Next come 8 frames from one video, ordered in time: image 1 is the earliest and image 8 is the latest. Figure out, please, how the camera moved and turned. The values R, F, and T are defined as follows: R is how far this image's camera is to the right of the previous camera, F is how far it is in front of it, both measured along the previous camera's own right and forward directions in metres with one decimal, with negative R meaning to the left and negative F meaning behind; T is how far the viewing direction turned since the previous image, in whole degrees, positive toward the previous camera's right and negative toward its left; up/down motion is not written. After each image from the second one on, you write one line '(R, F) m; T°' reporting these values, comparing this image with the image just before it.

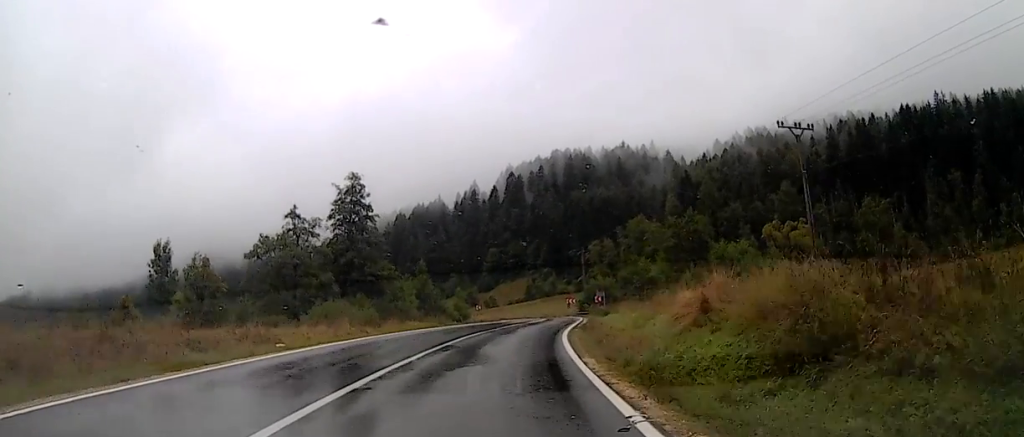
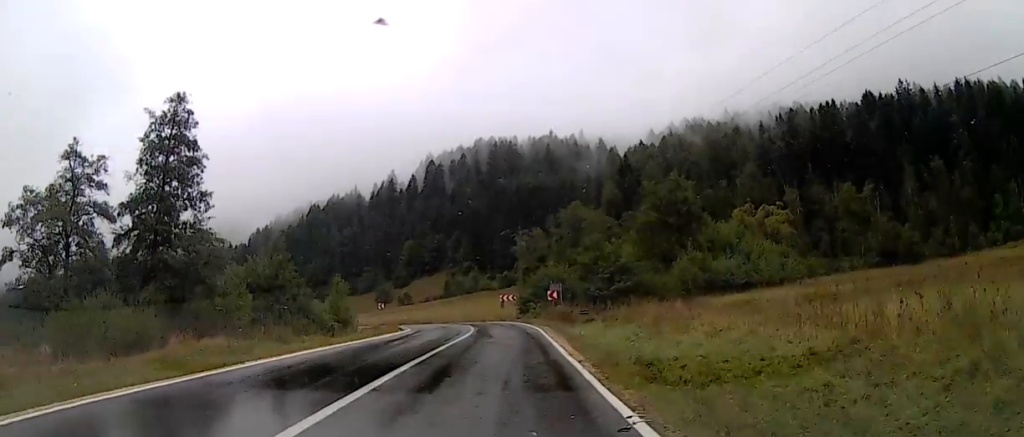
(+2.3, +25.0) m; +7°
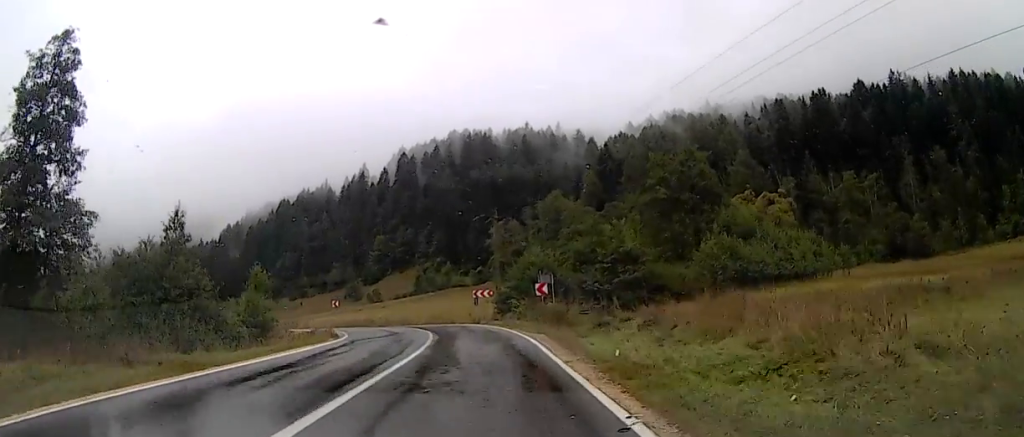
(-0.2, +10.9) m; 0°
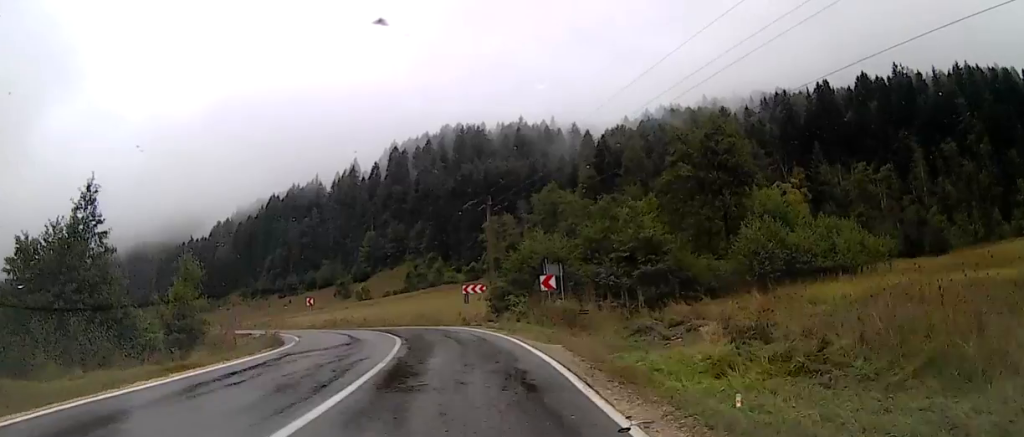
(+0.1, +6.3) m; +1°
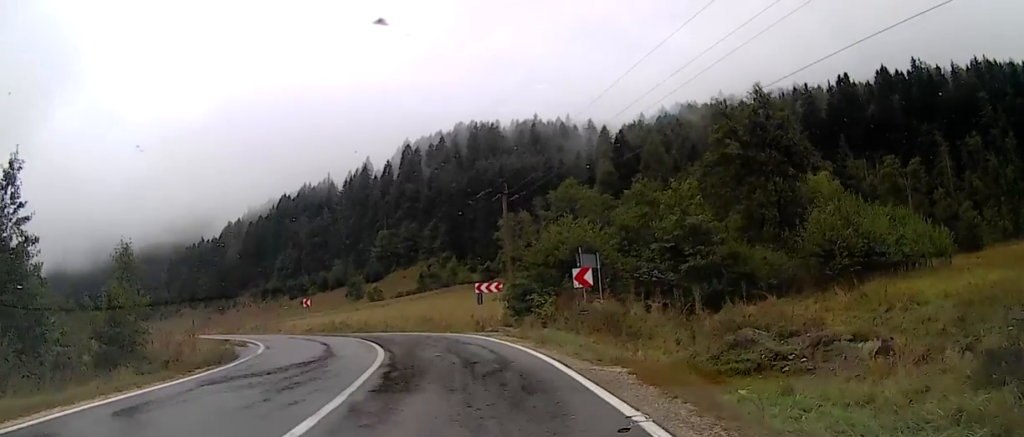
(+0.1, +5.0) m; +1°
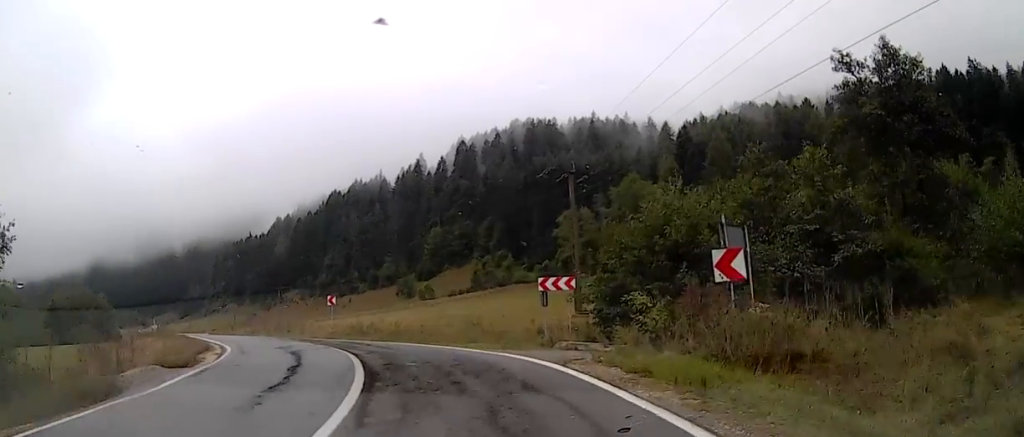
(0.0, +8.0) m; -5°
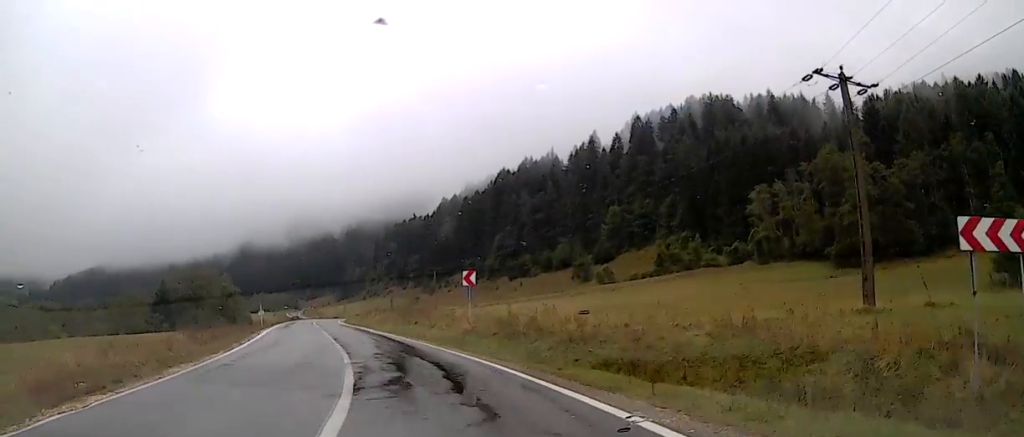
(-2.1, +15.1) m; -19°
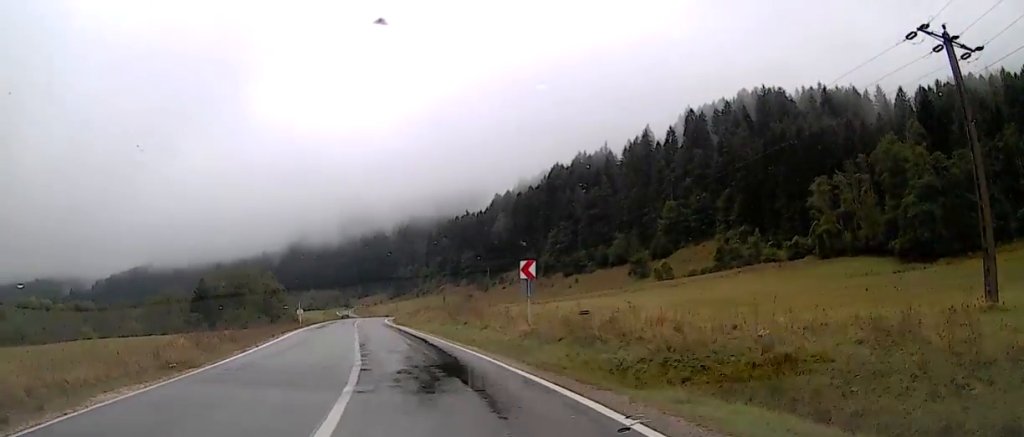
(-0.5, +4.5) m; -3°
